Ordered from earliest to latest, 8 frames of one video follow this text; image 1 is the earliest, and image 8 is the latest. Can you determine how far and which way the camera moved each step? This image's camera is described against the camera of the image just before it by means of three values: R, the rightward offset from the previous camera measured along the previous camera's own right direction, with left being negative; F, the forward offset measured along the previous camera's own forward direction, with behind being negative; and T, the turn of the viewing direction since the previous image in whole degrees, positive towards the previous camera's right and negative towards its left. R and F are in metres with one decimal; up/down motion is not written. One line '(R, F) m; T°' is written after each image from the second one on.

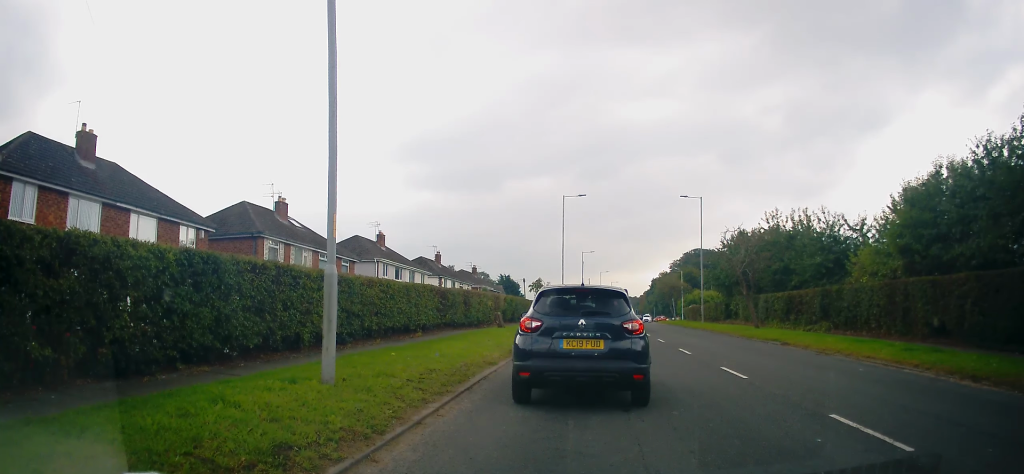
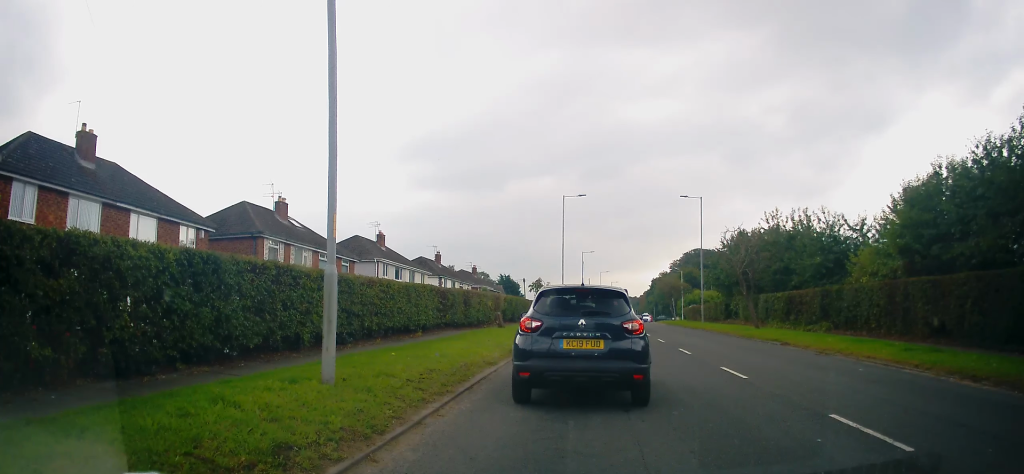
(0.0, 0.0) m; 0°
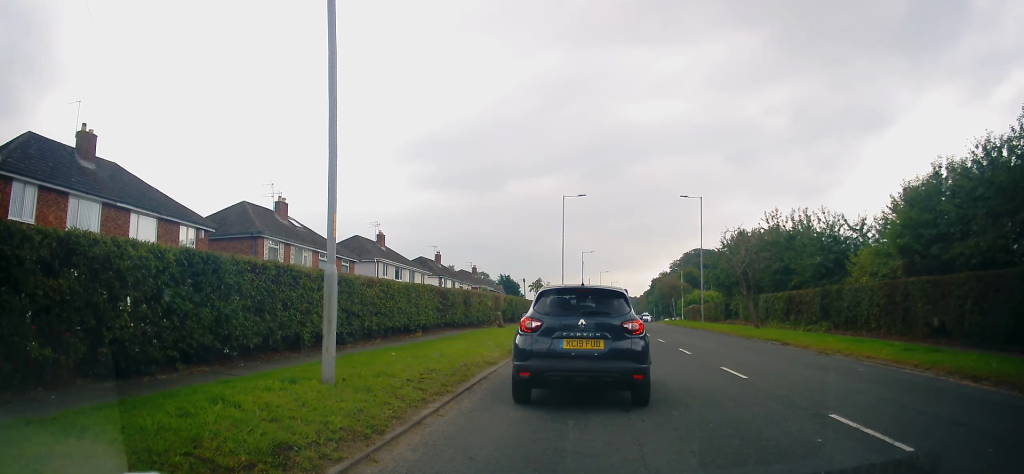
(0.0, 0.0) m; 0°
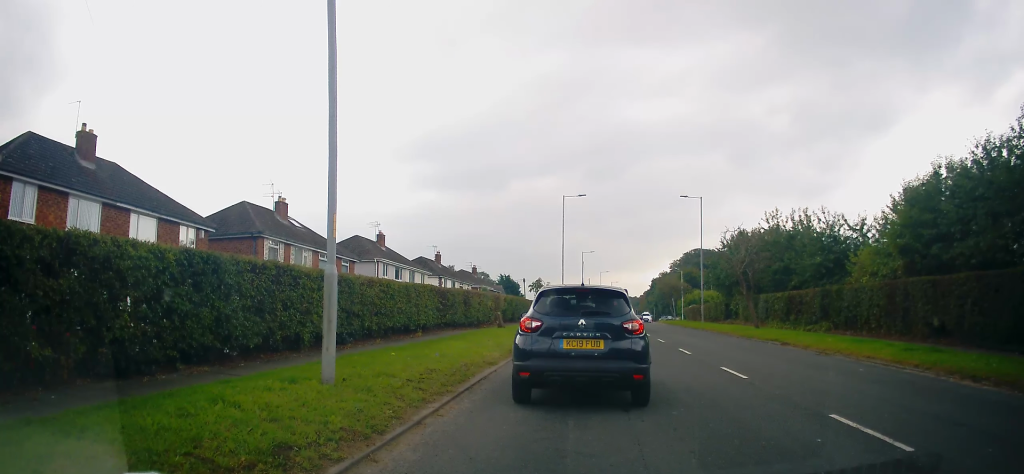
(0.0, 0.0) m; 0°
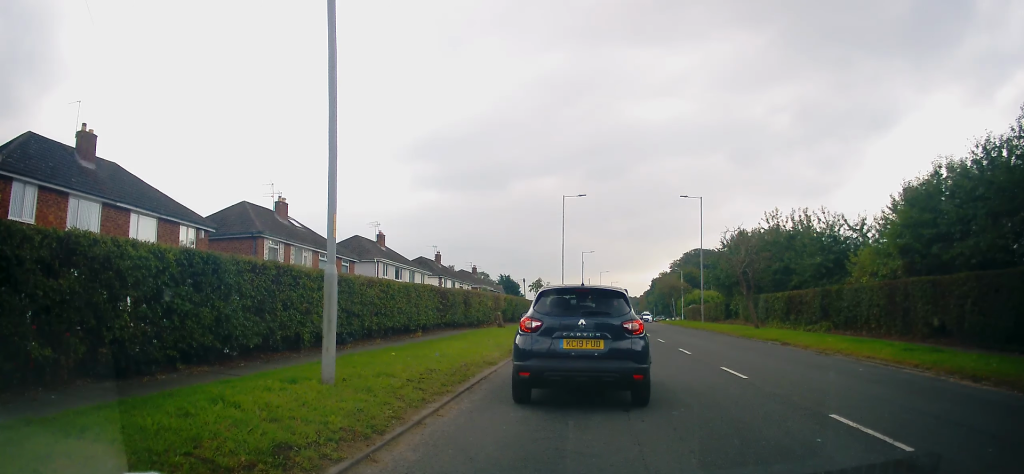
(0.0, 0.0) m; 0°
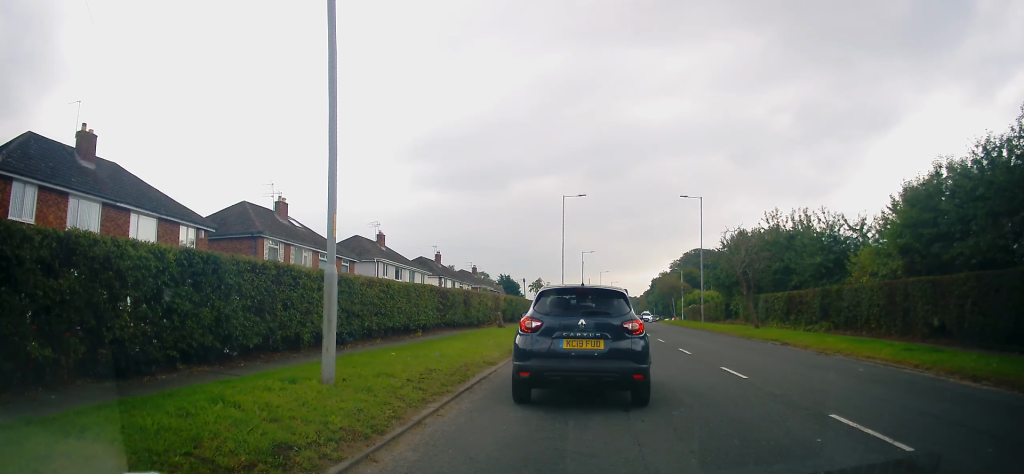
(0.0, 0.0) m; 0°
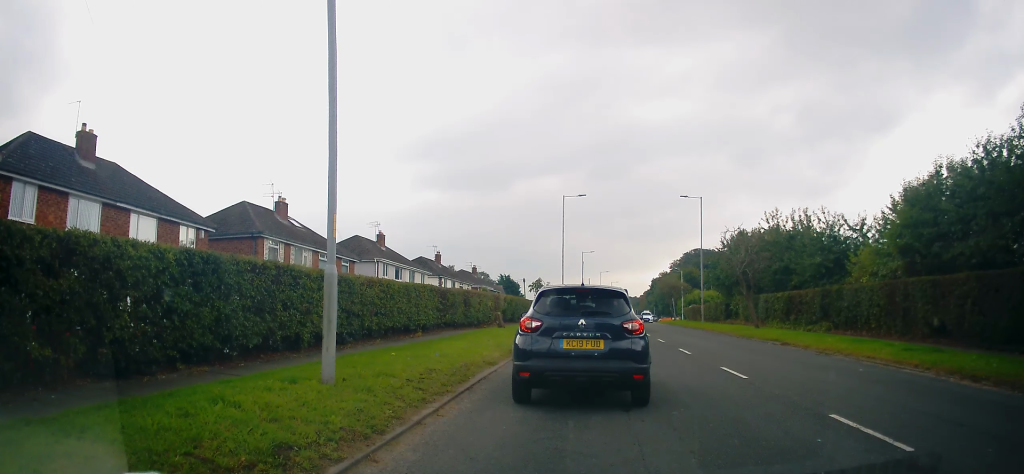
(0.0, 0.0) m; 0°
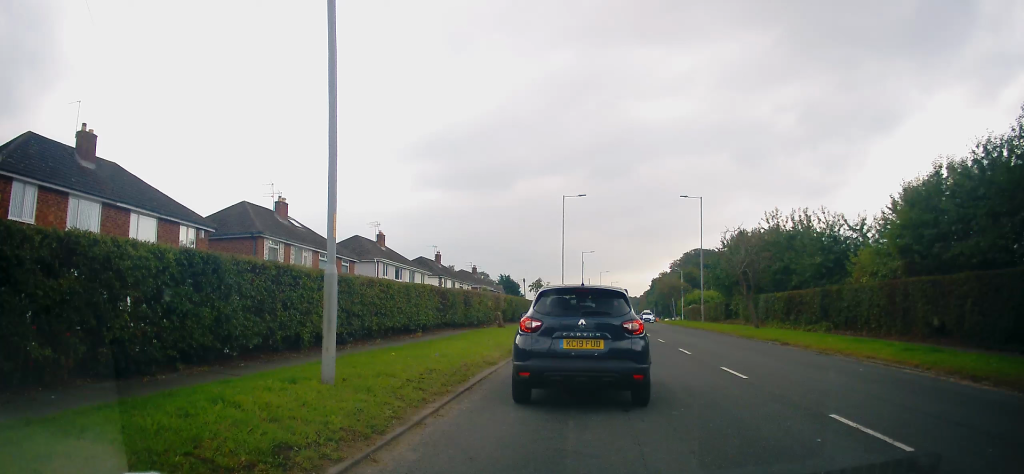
(0.0, 0.0) m; 0°
